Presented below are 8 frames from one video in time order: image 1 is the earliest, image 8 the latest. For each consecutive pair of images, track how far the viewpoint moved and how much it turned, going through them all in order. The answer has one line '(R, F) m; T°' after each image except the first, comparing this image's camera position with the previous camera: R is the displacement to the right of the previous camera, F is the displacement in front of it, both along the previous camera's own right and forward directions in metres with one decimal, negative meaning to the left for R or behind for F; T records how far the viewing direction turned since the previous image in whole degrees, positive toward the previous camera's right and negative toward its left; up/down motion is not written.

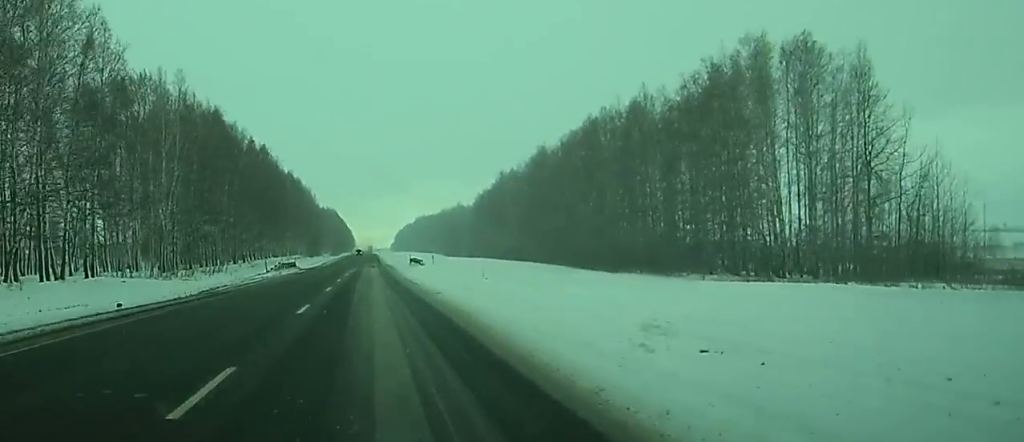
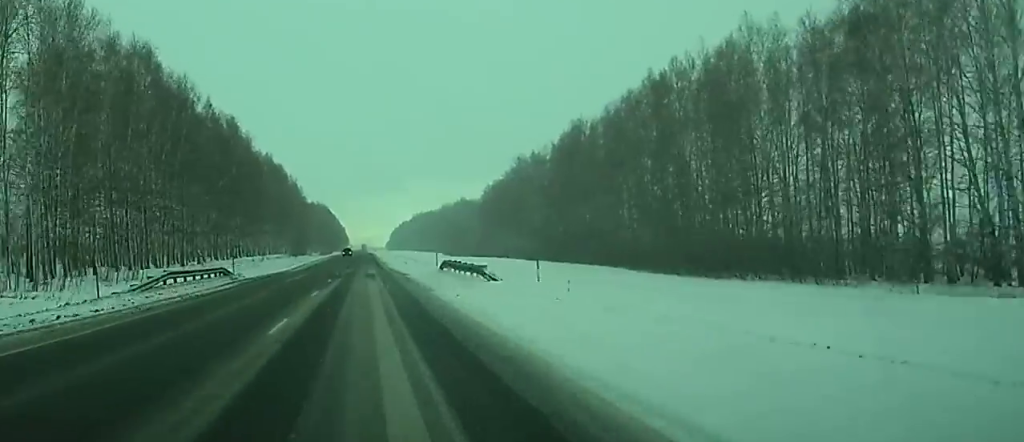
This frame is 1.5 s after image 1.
(0.0, +40.8) m; 0°
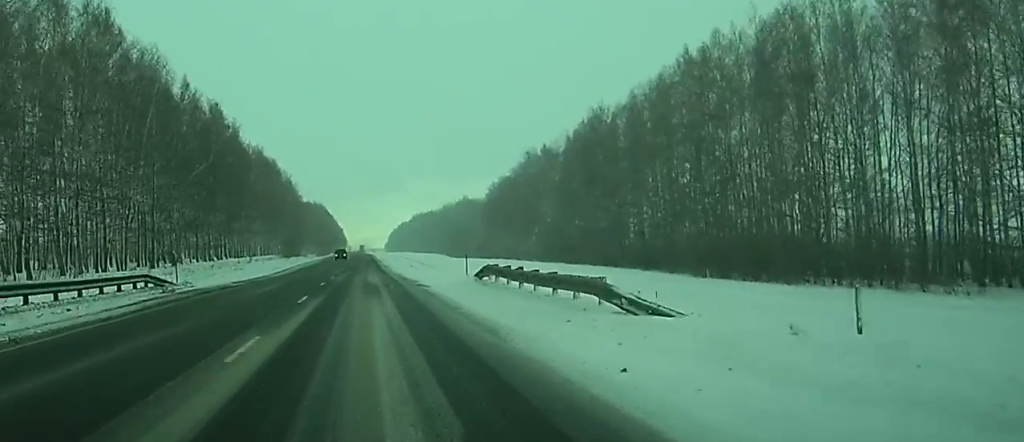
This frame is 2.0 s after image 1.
(0.0, +15.8) m; 0°
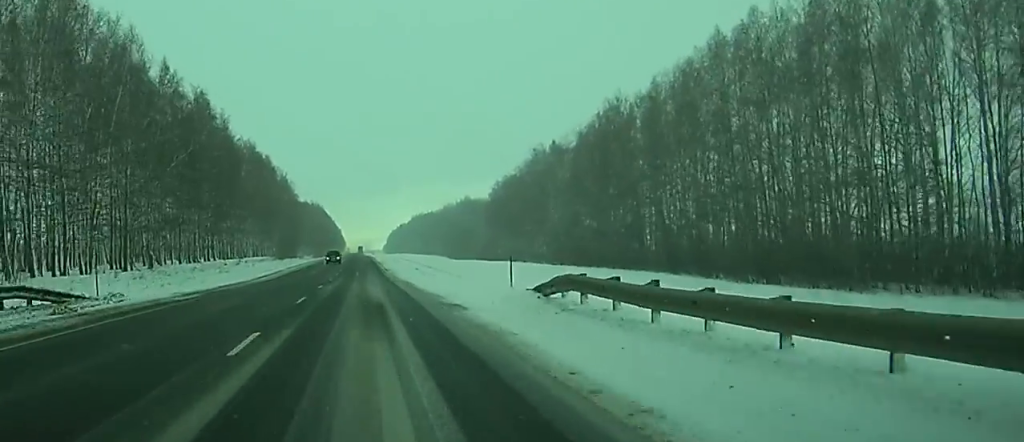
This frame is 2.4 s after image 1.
(0.0, +11.2) m; 0°
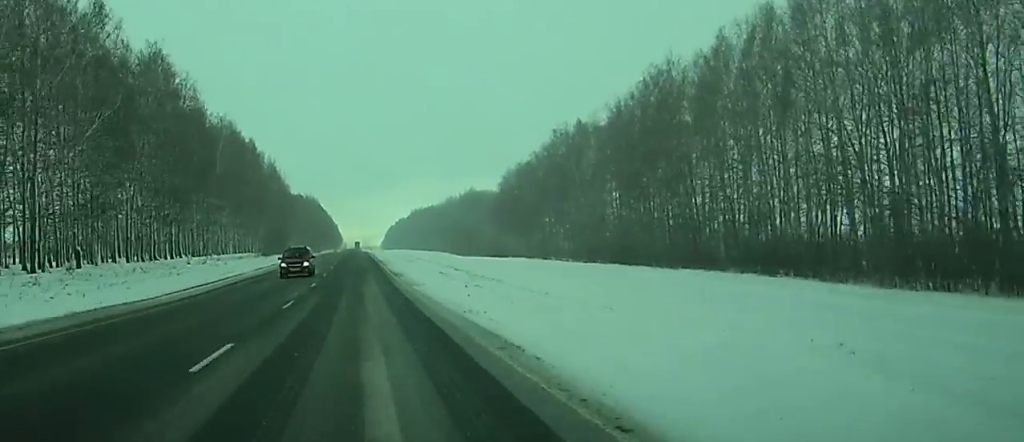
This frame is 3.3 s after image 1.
(0.0, +25.3) m; 0°
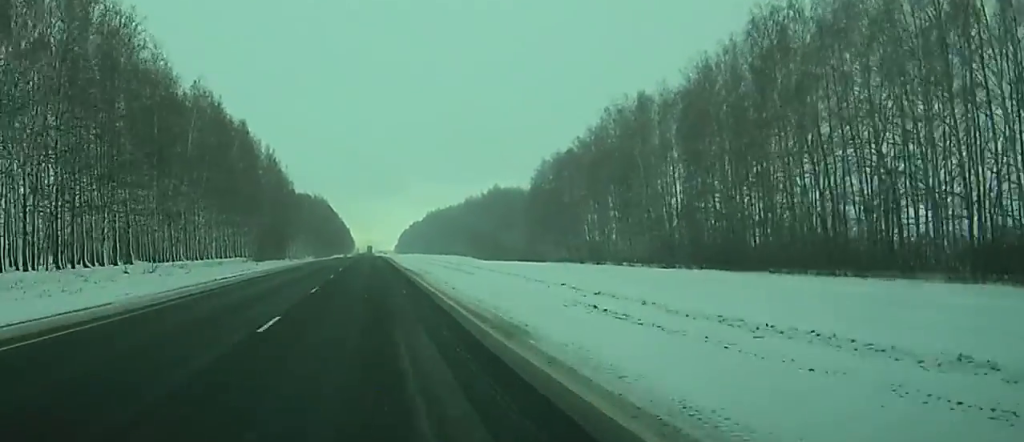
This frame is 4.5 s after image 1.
(+0.1, +32.0) m; 0°
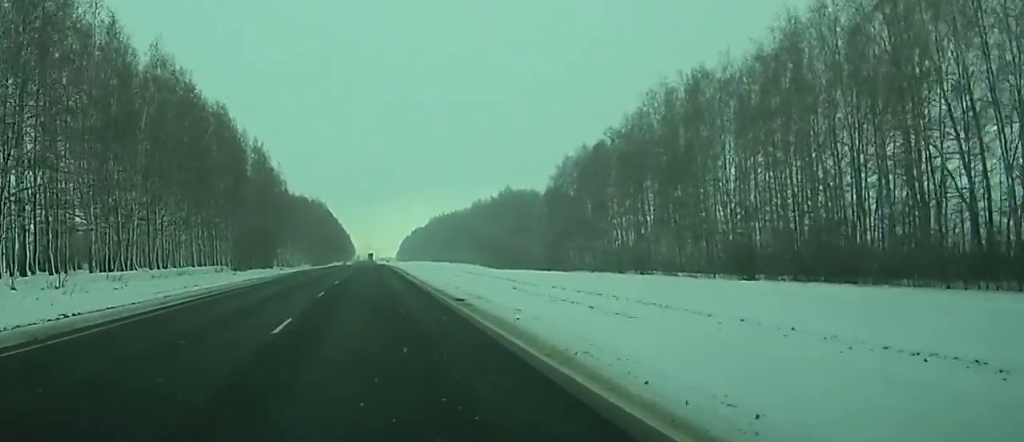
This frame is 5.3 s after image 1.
(0.0, +23.7) m; 0°
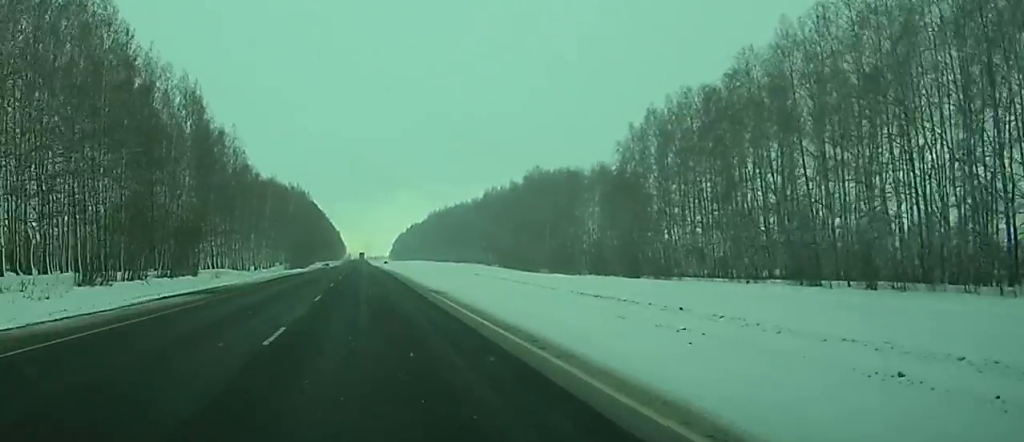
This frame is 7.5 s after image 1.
(0.0, +61.7) m; 0°
